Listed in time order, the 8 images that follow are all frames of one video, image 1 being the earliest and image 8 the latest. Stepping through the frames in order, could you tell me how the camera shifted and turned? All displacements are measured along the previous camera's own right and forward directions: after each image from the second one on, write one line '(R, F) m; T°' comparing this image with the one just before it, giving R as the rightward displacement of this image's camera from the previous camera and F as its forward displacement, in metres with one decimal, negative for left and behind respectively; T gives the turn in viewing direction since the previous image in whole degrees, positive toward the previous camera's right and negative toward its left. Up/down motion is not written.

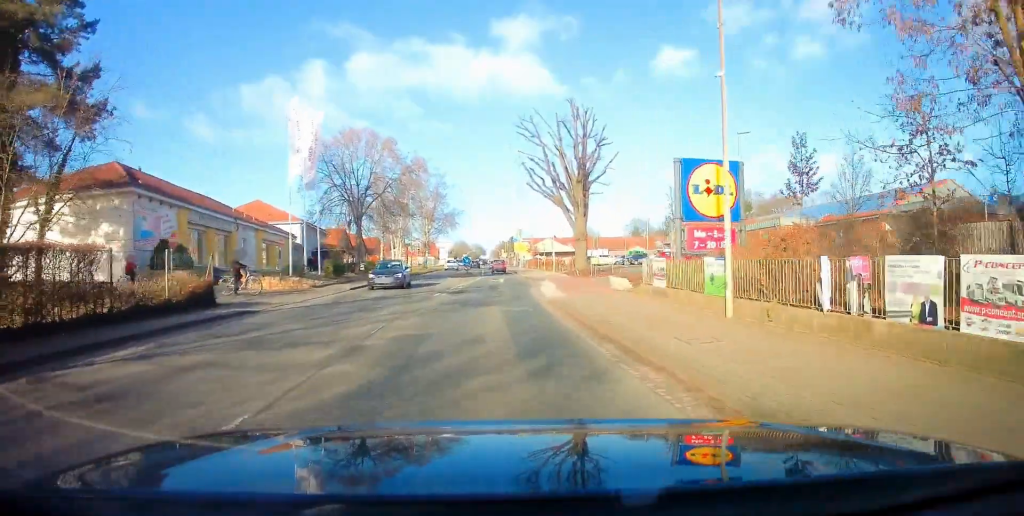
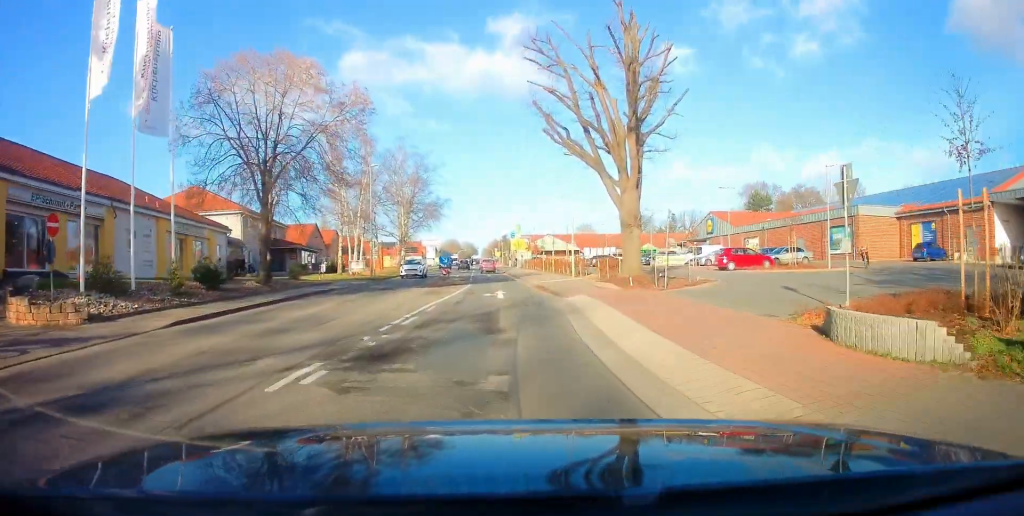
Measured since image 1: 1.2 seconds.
(0.0, +15.8) m; +1°
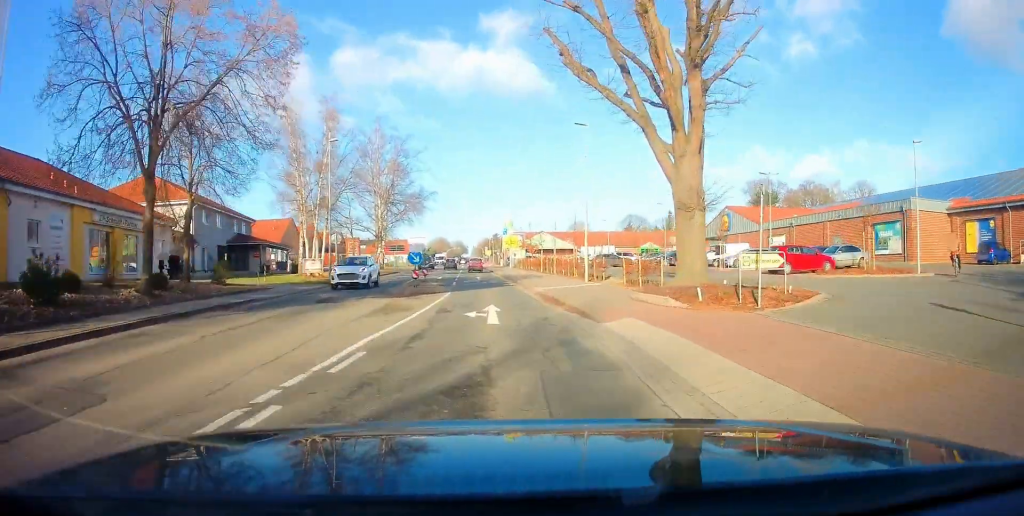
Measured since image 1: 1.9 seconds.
(+0.2, +8.3) m; +1°
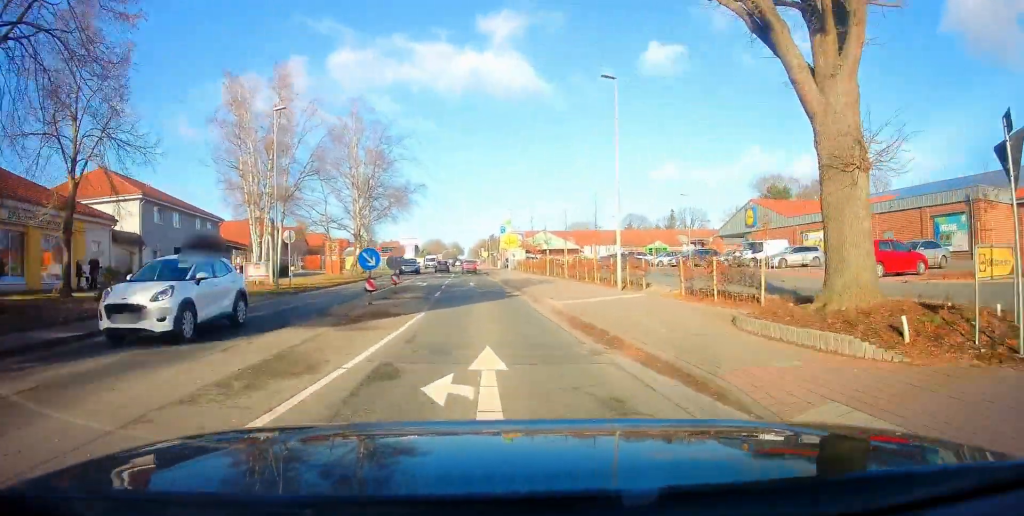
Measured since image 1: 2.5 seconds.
(+0.1, +7.8) m; +1°
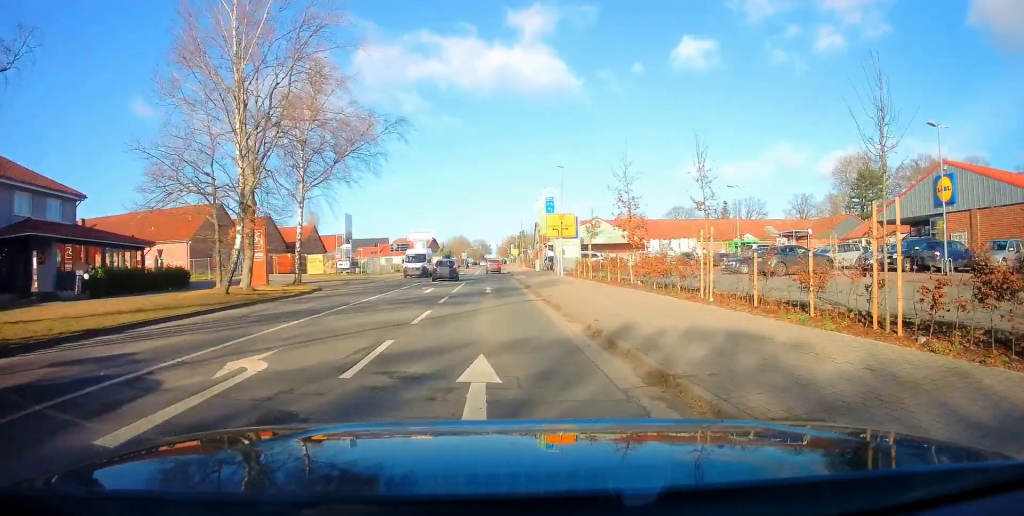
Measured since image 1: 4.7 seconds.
(-0.2, +27.0) m; -3°
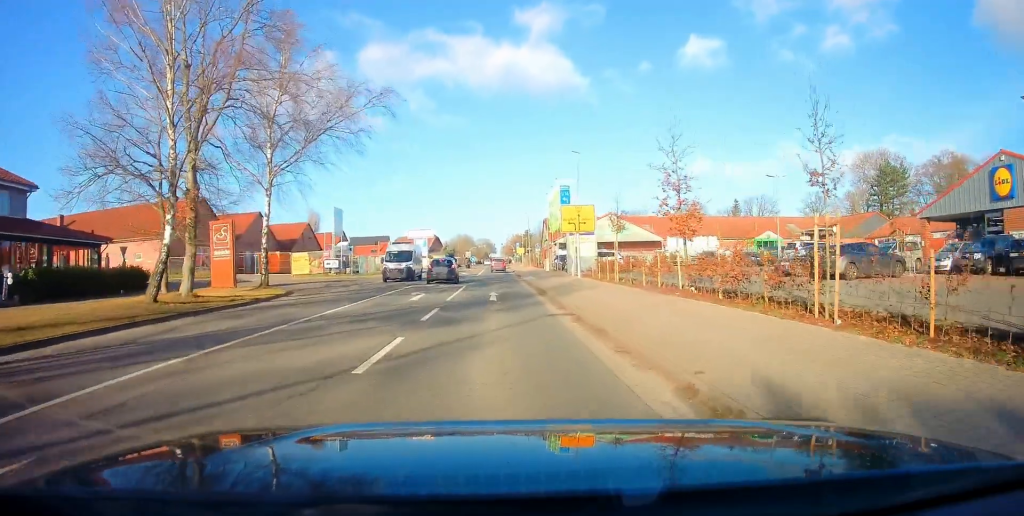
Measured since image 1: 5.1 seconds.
(0.0, +5.5) m; -1°
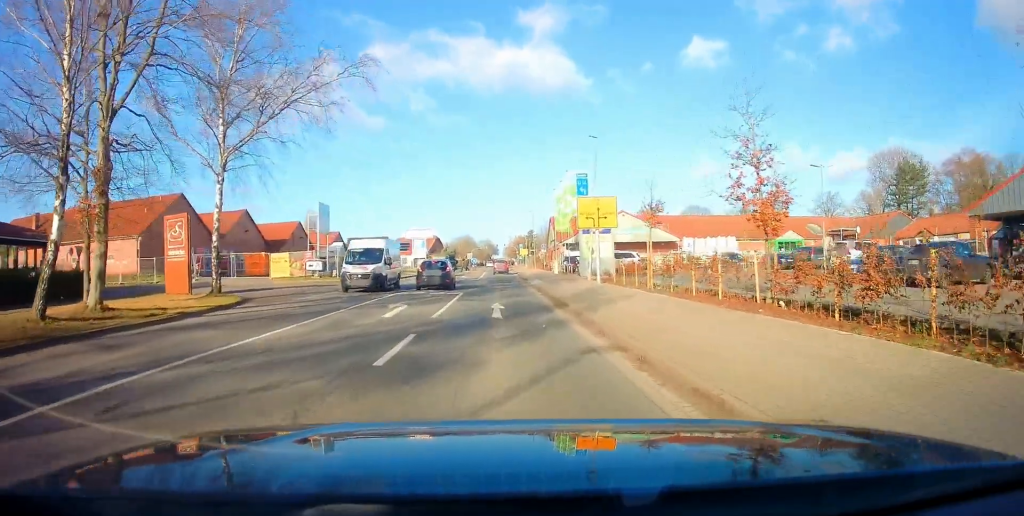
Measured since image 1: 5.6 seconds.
(-0.1, +5.2) m; 0°
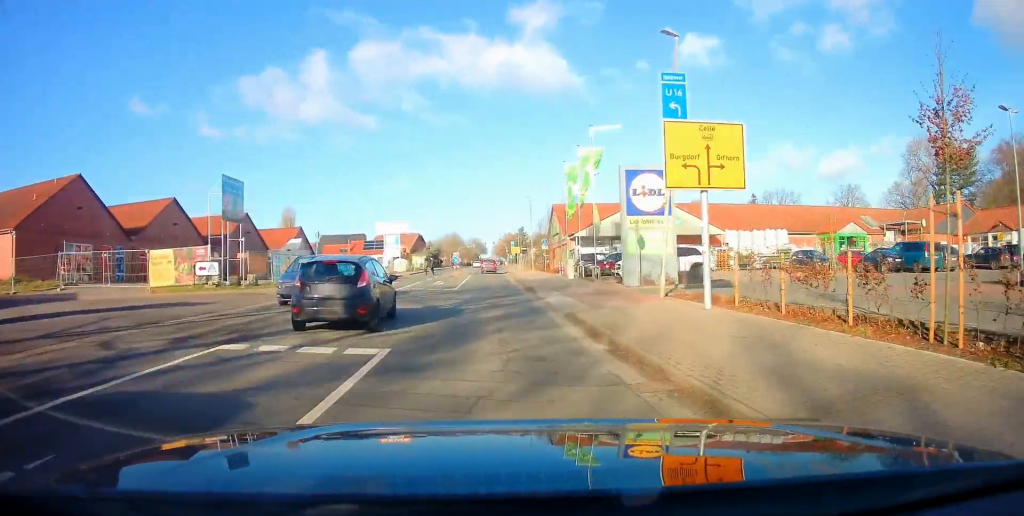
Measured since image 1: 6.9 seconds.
(+0.2, +15.2) m; +2°
